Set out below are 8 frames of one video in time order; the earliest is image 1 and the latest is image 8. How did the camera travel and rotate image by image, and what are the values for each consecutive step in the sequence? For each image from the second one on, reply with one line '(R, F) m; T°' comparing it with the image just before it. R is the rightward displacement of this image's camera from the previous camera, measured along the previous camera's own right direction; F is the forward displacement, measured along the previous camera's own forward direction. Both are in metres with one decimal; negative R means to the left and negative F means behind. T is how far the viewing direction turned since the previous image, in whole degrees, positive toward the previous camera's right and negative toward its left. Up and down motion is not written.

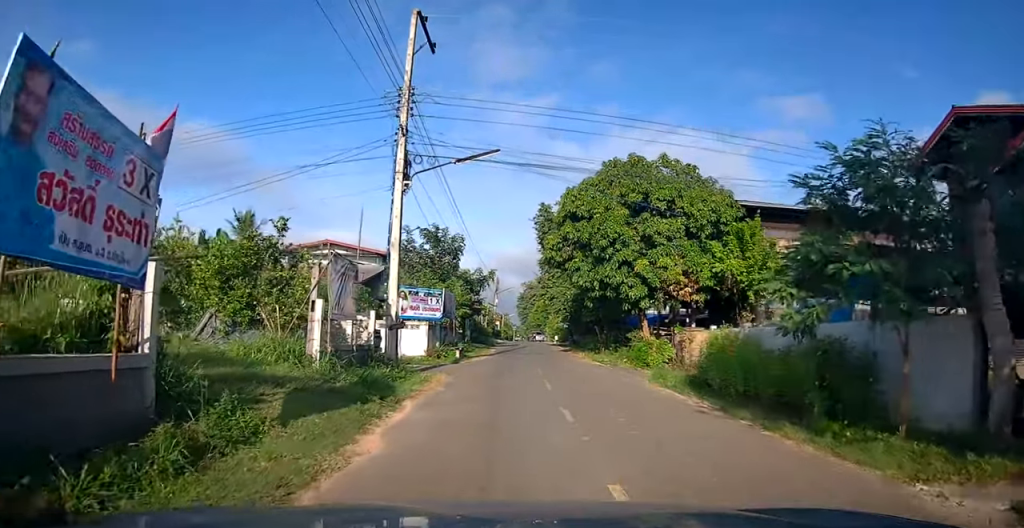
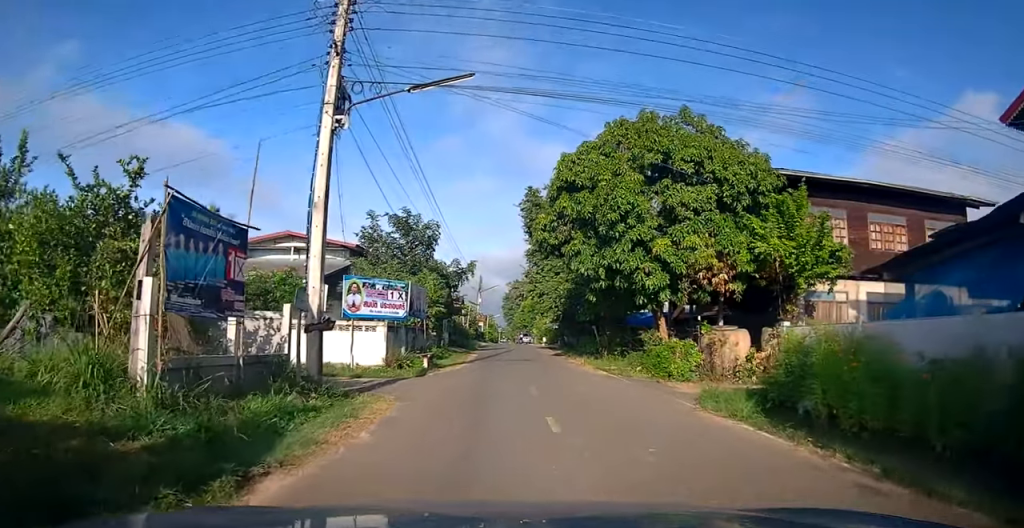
(+0.1, +4.8) m; +1°
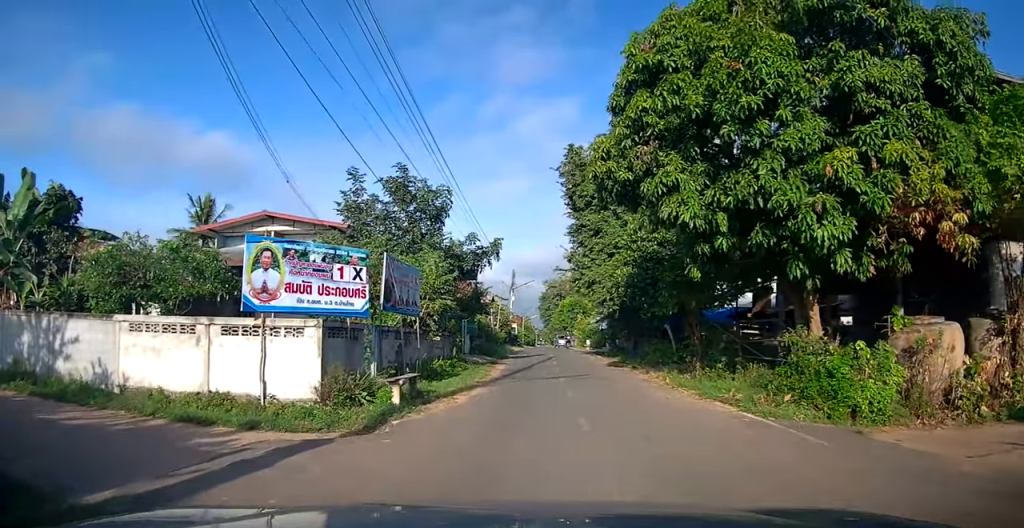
(-0.1, +8.9) m; -6°
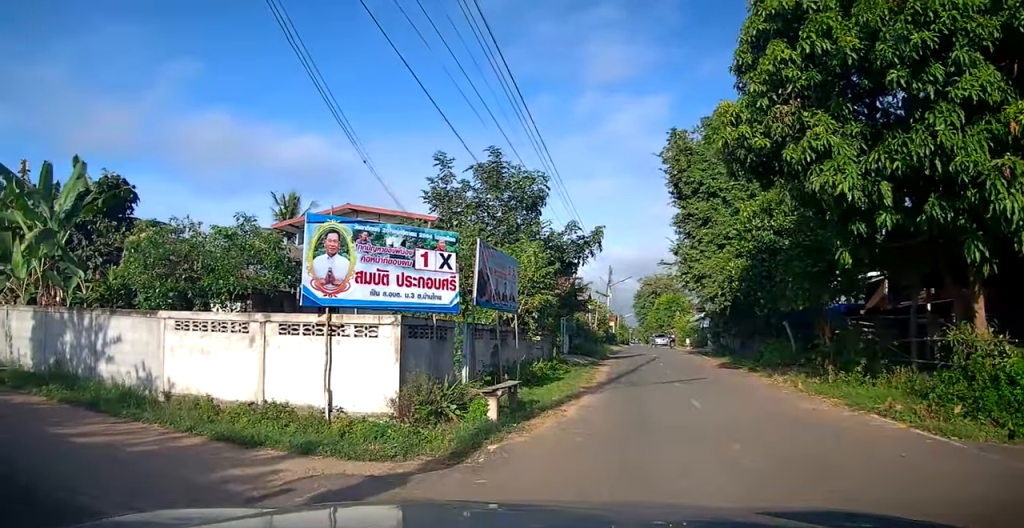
(-0.1, +2.1) m; -6°
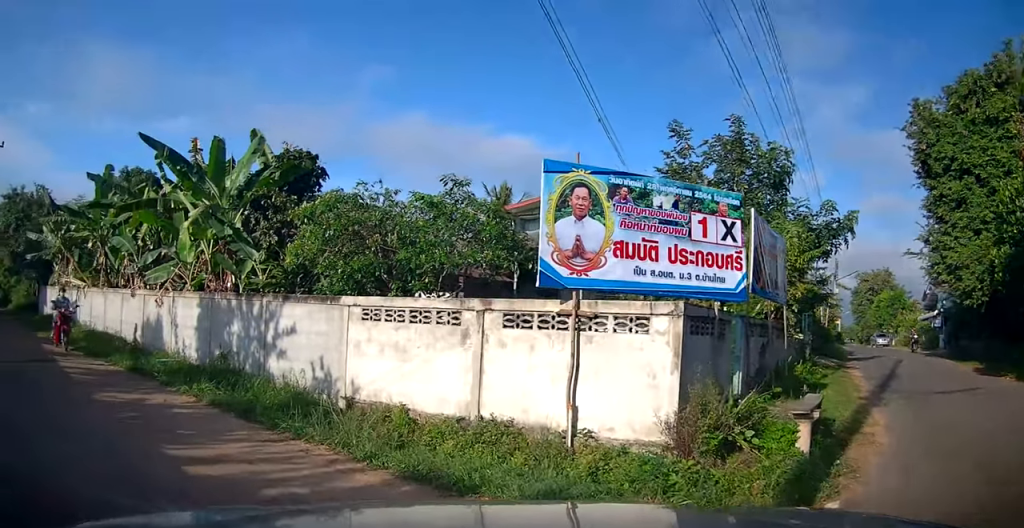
(-0.3, +2.8) m; -27°
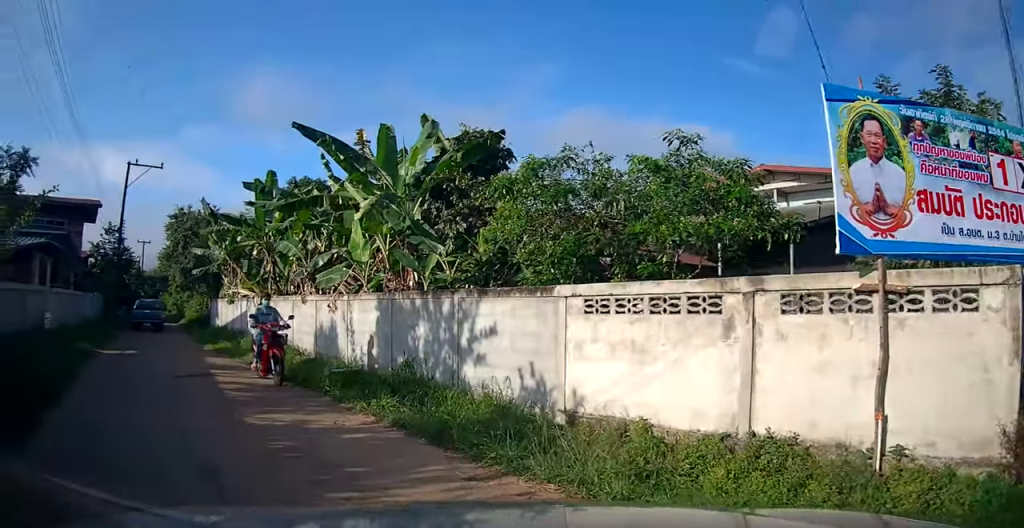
(-0.5, +1.3) m; -22°
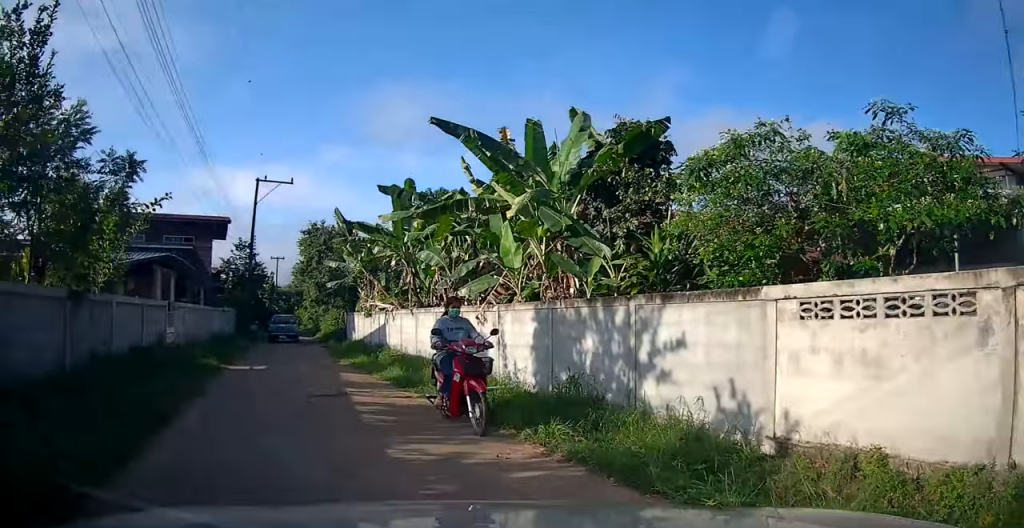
(-0.1, +1.0) m; -11°
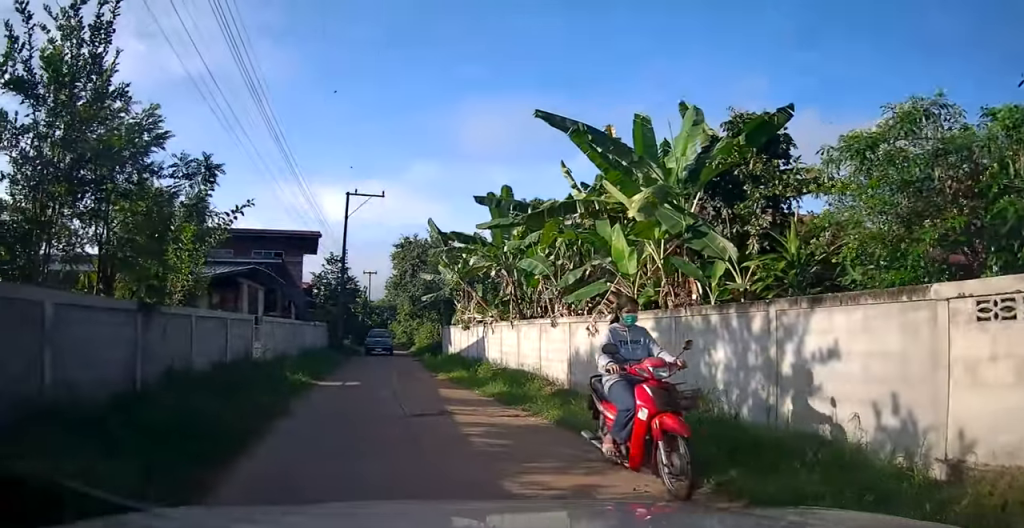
(+0.2, +0.8) m; -6°
